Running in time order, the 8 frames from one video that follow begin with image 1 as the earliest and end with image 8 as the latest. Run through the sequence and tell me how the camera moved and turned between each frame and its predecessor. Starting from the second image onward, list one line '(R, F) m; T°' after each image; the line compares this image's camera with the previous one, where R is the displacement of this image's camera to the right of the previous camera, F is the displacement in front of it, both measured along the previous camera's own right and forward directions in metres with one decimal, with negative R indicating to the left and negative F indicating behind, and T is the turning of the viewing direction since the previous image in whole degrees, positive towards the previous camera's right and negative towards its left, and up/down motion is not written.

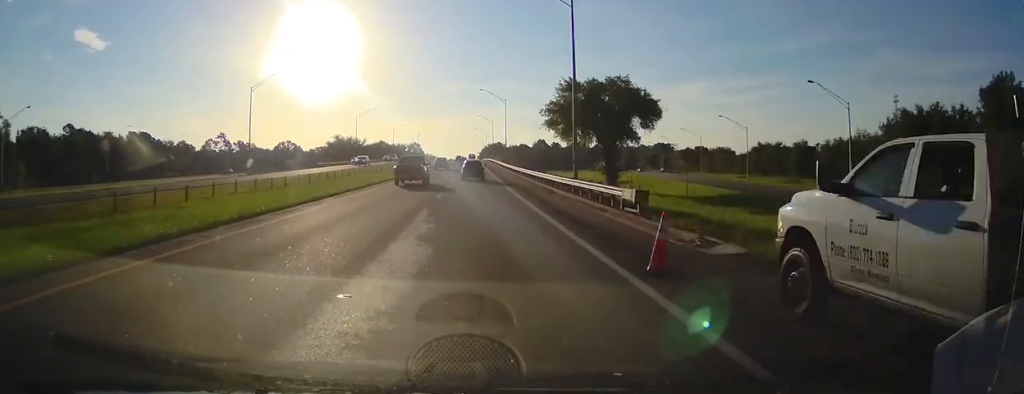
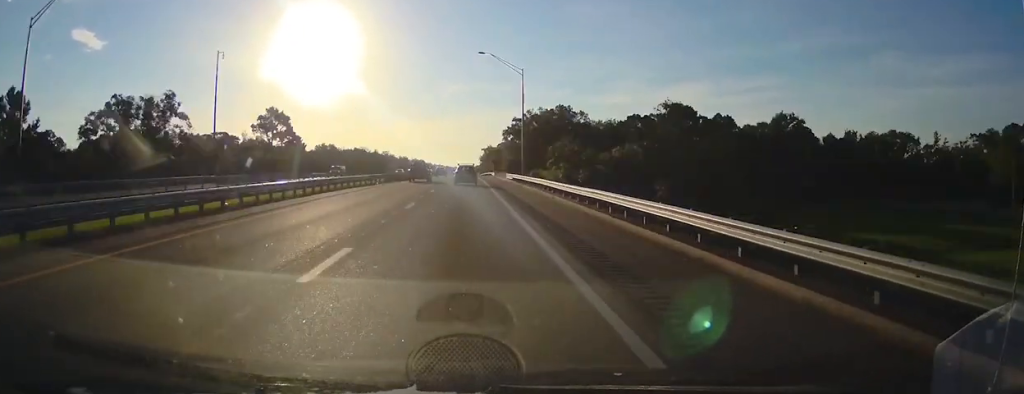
(+1.6, +260.3) m; 0°
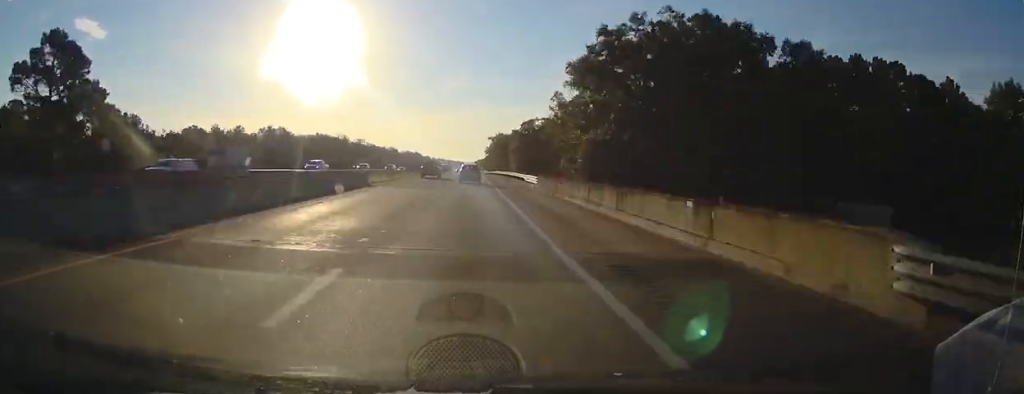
(+0.2, +63.8) m; 0°
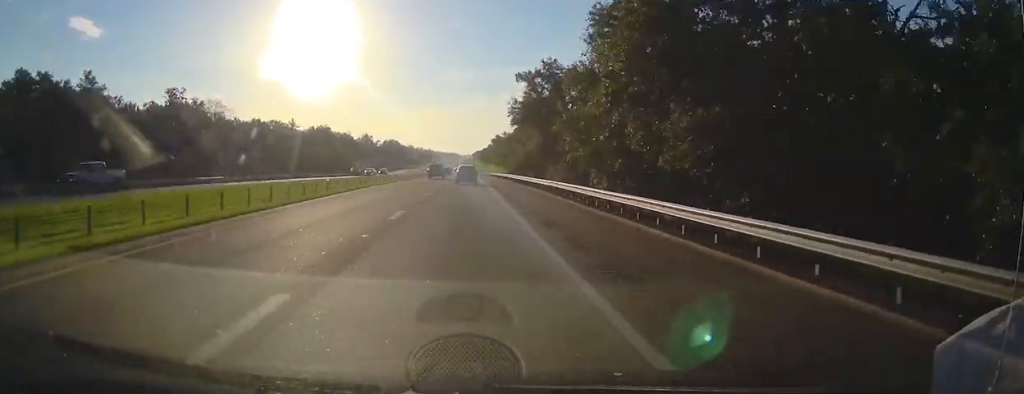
(-0.4, +123.3) m; 0°
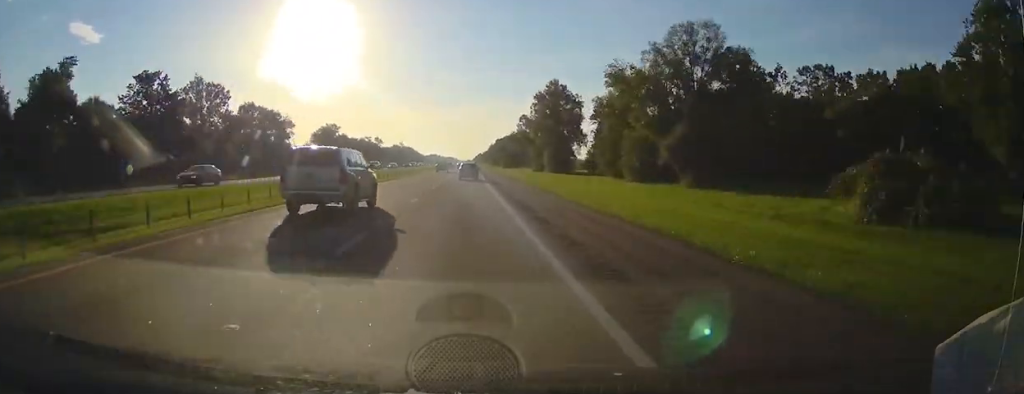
(-2.9, +238.0) m; -1°
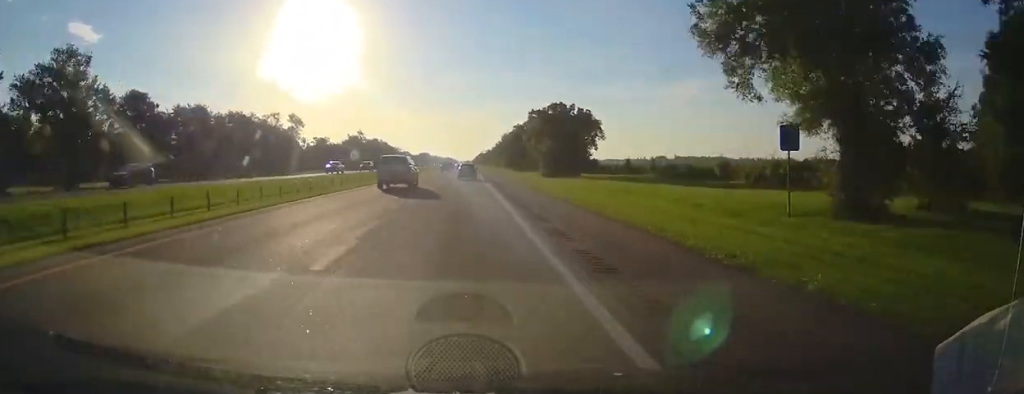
(+1.5, +123.6) m; +1°
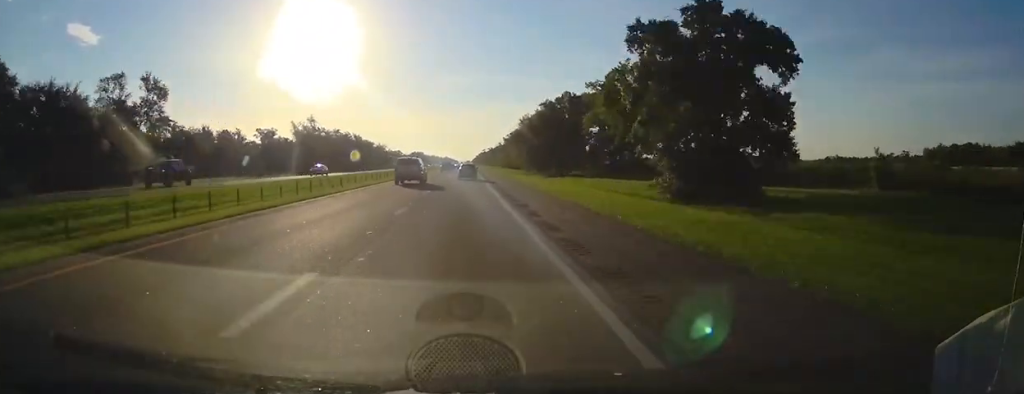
(-0.1, +64.3) m; 0°
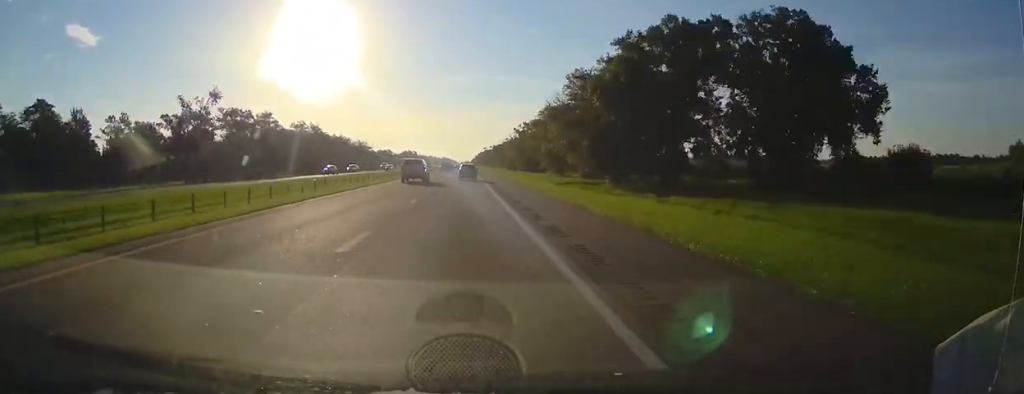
(-0.3, +55.9) m; 0°
